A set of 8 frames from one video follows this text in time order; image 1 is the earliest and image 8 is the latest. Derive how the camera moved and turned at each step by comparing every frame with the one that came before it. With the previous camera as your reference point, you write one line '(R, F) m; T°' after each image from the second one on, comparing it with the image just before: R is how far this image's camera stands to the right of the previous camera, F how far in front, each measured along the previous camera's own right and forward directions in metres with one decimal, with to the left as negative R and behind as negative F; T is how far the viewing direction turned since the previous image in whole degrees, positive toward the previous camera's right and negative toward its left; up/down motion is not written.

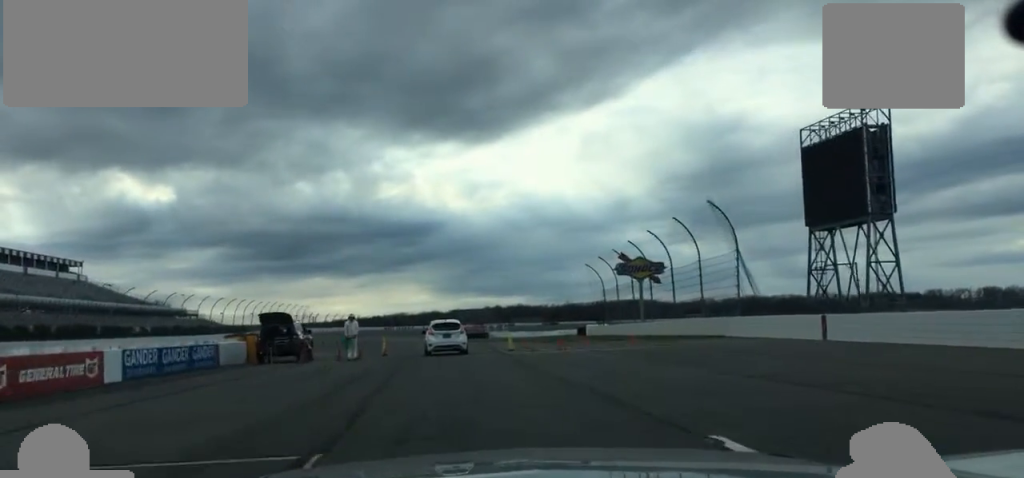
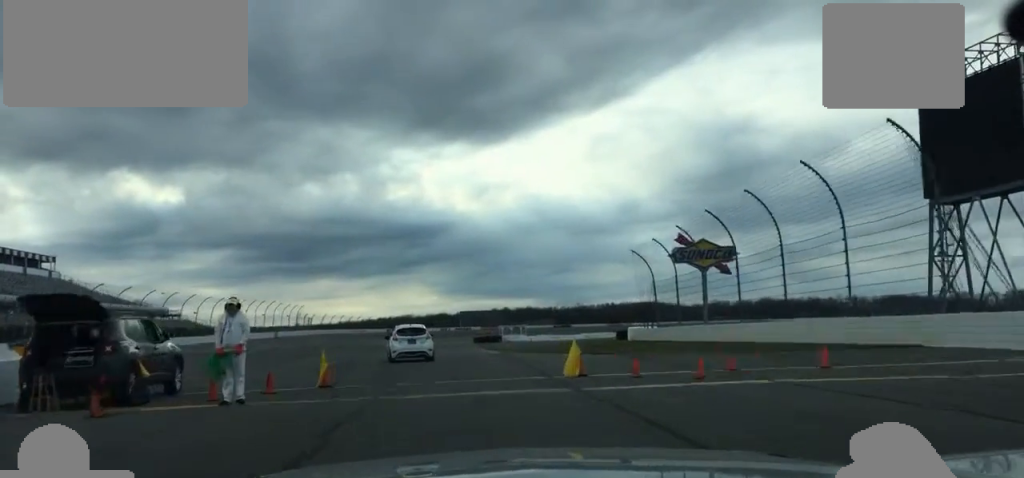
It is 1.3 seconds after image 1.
(-1.1, +19.2) m; -4°
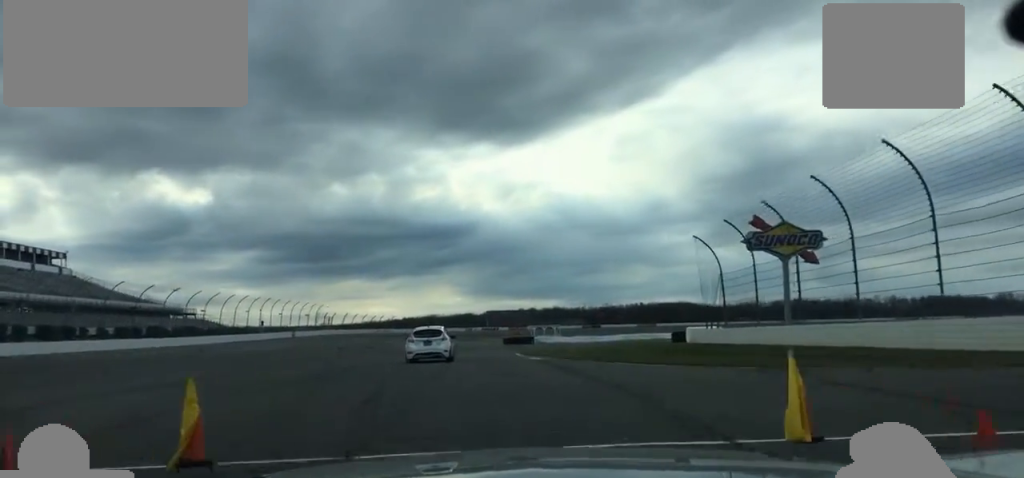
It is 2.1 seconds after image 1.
(-0.1, +11.1) m; -1°
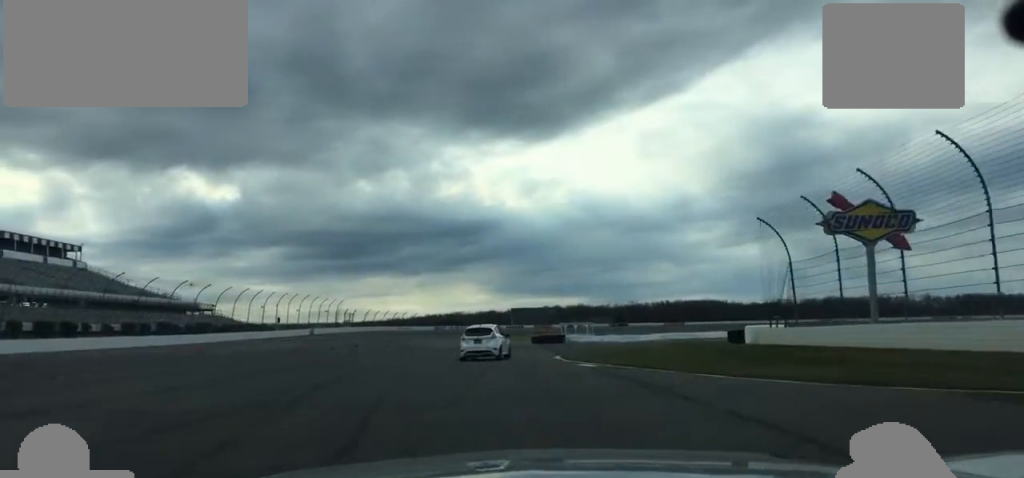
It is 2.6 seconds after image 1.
(0.0, +7.7) m; -1°
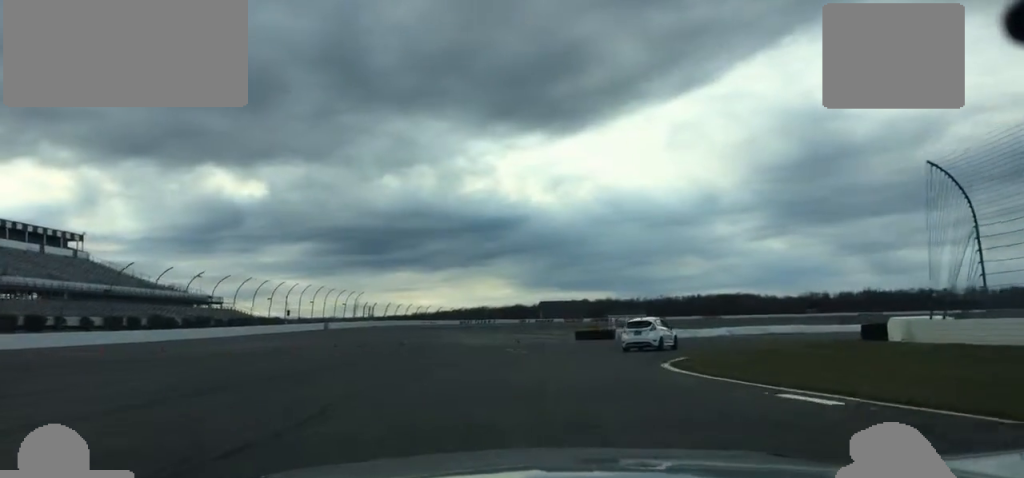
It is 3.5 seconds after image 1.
(-0.1, +15.0) m; +1°
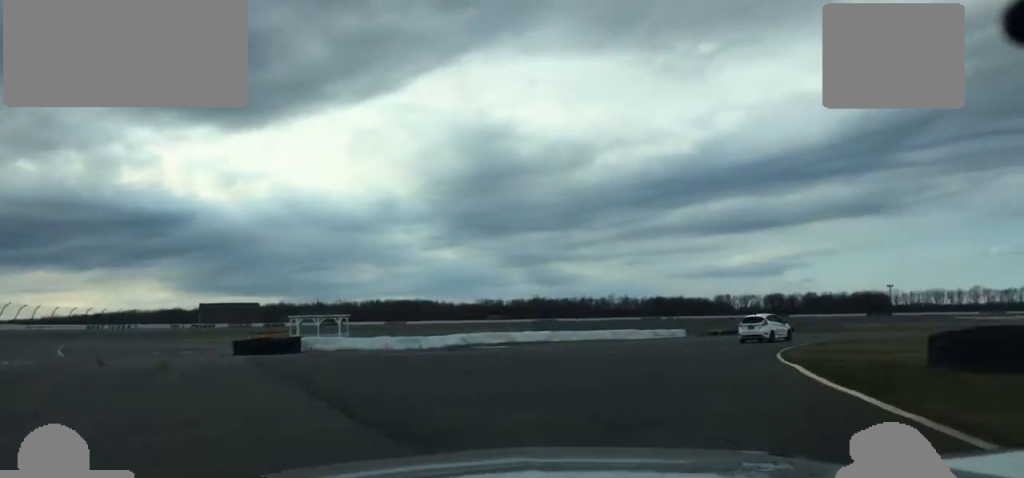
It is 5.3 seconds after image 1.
(+4.6, +30.0) m; +19°
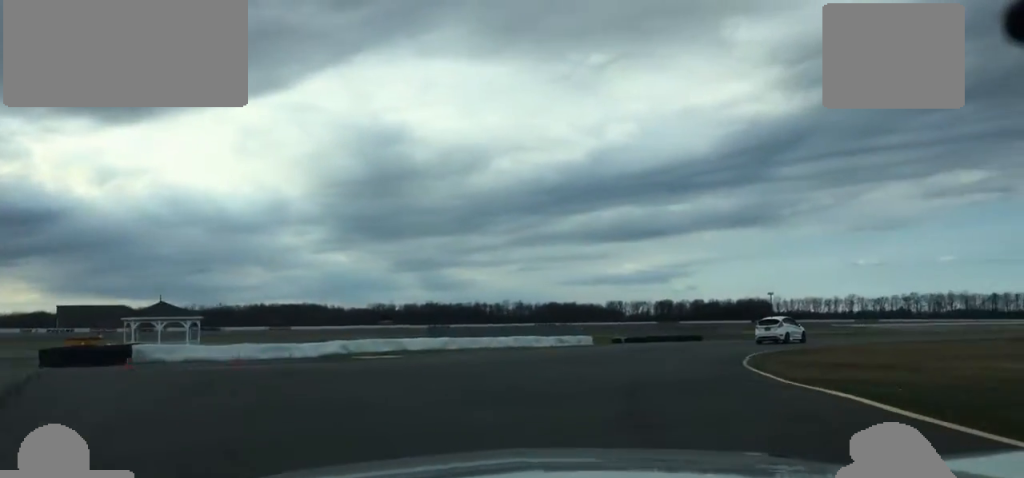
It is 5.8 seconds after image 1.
(+0.4, +8.6) m; +7°
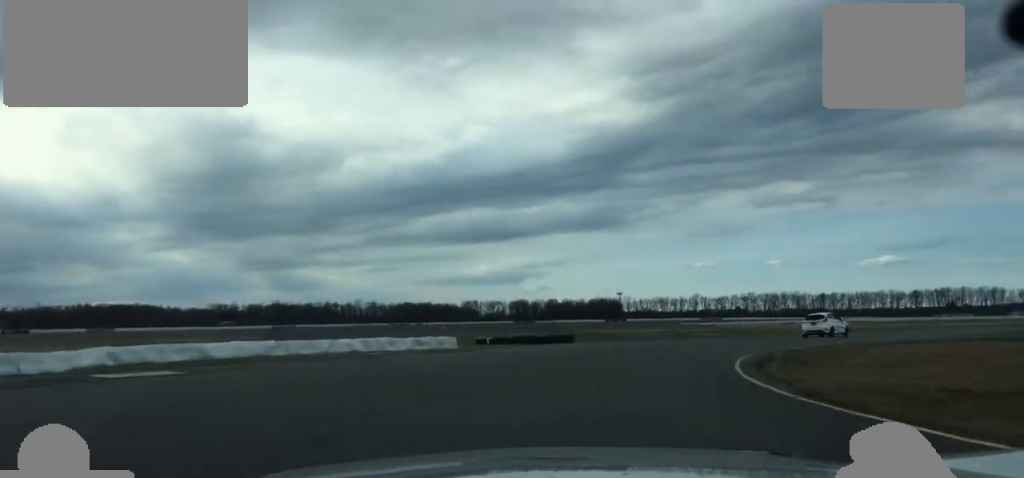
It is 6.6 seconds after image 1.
(-0.2, +13.6) m; +14°
